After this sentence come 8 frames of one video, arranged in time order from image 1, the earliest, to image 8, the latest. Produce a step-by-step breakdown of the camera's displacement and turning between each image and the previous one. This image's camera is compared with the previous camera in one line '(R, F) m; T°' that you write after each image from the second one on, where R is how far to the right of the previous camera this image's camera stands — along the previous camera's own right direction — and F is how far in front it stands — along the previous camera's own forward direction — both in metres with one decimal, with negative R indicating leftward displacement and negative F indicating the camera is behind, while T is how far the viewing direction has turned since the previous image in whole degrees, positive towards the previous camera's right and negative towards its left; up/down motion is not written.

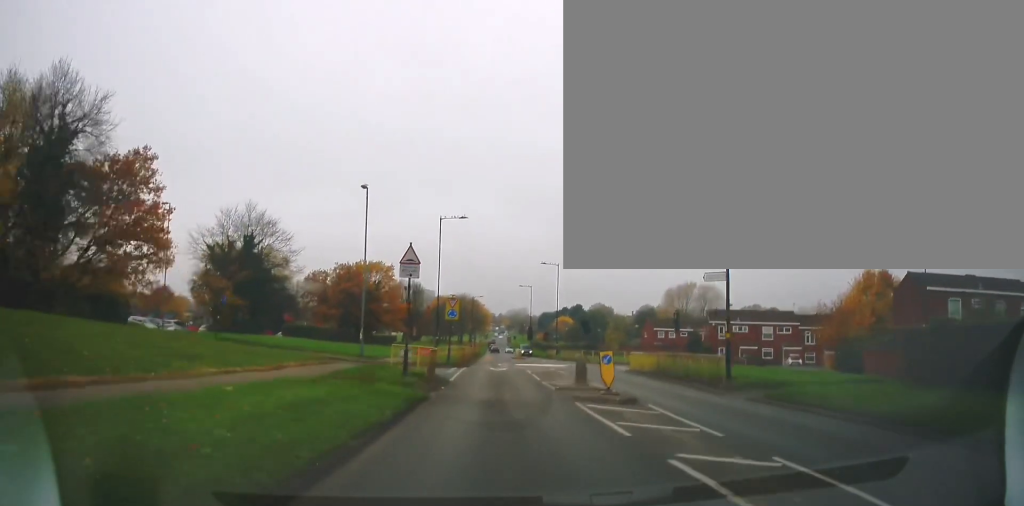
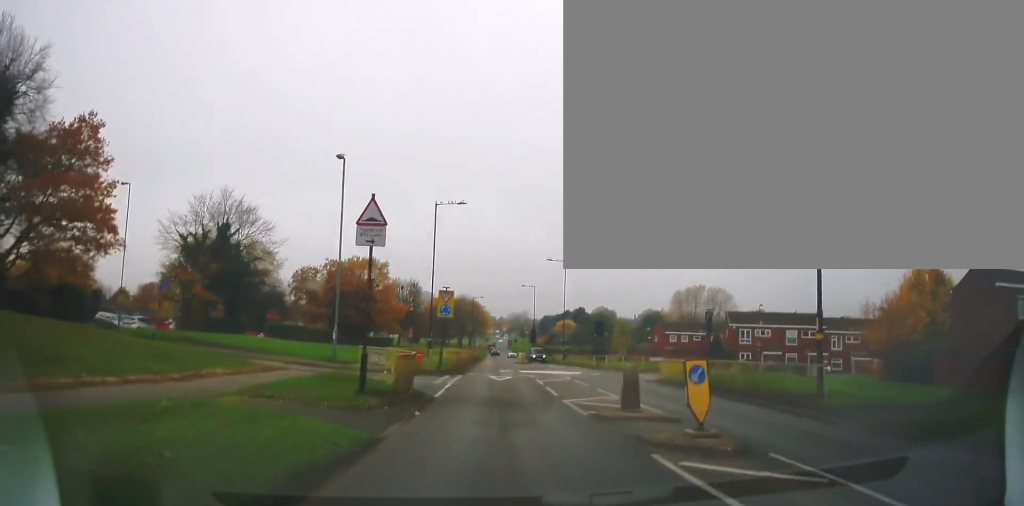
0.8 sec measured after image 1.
(0.0, +6.6) m; 0°
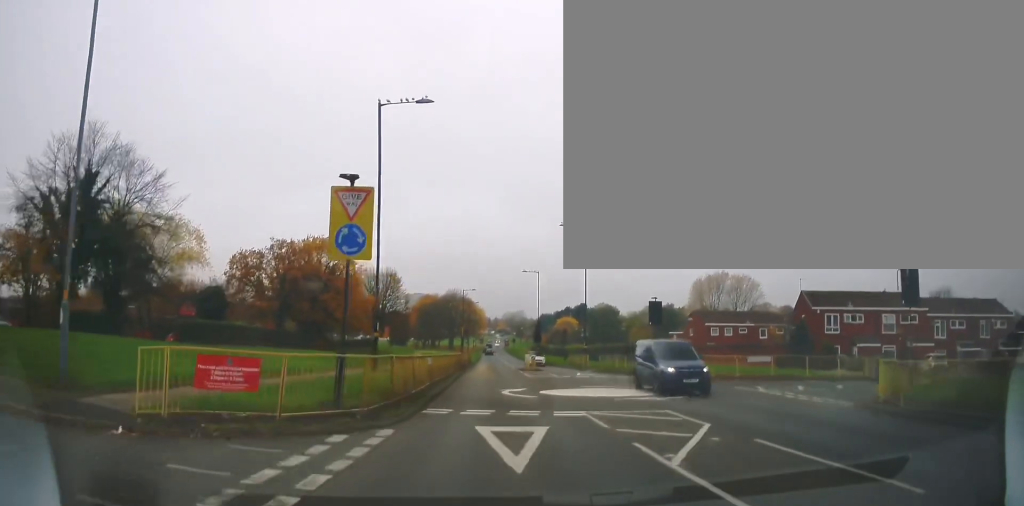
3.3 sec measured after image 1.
(0.0, +20.0) m; 0°
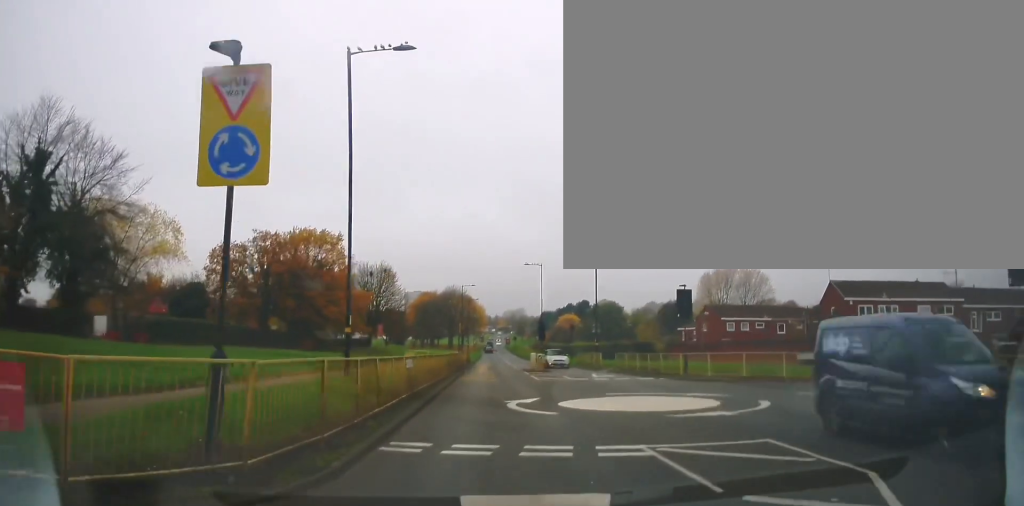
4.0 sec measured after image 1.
(0.0, +5.2) m; 0°
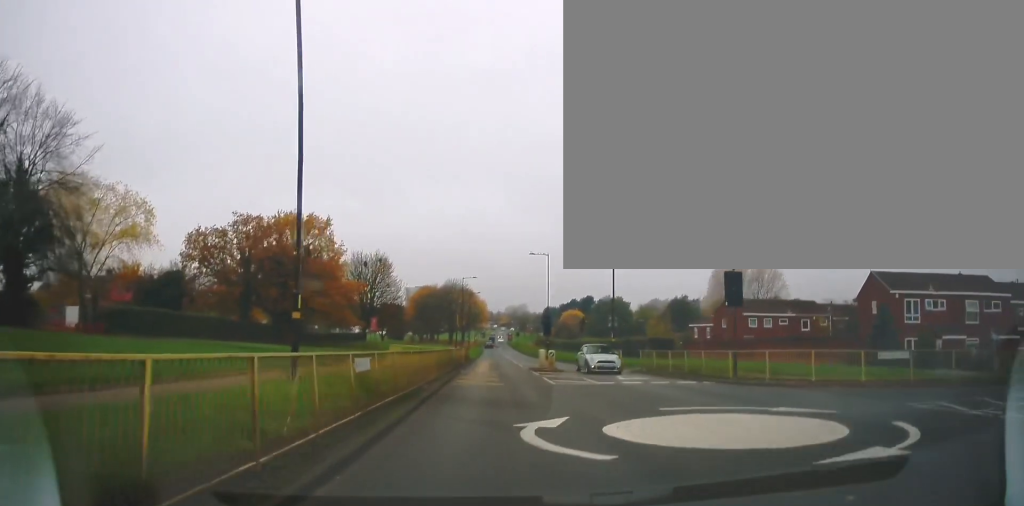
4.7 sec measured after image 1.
(0.0, +5.7) m; -2°
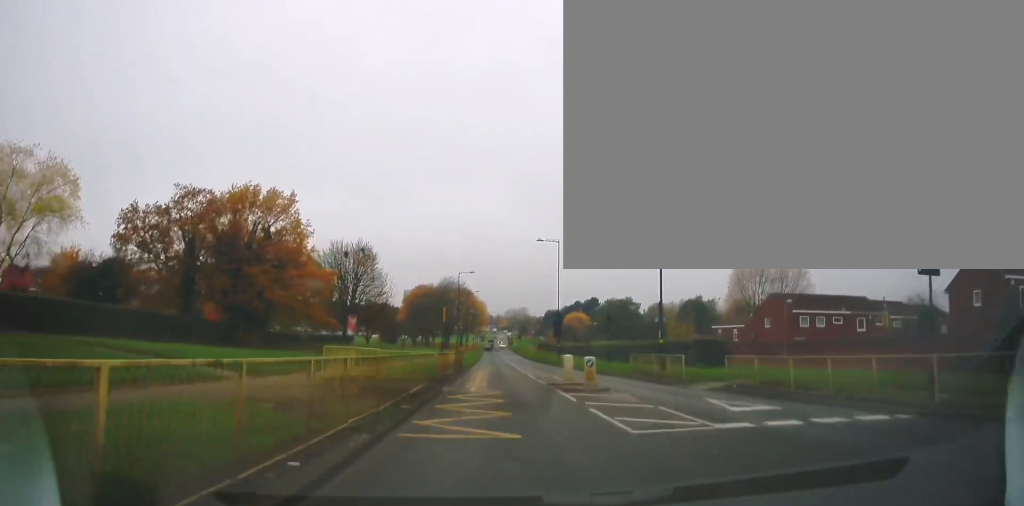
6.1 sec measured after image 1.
(-0.6, +10.9) m; -2°
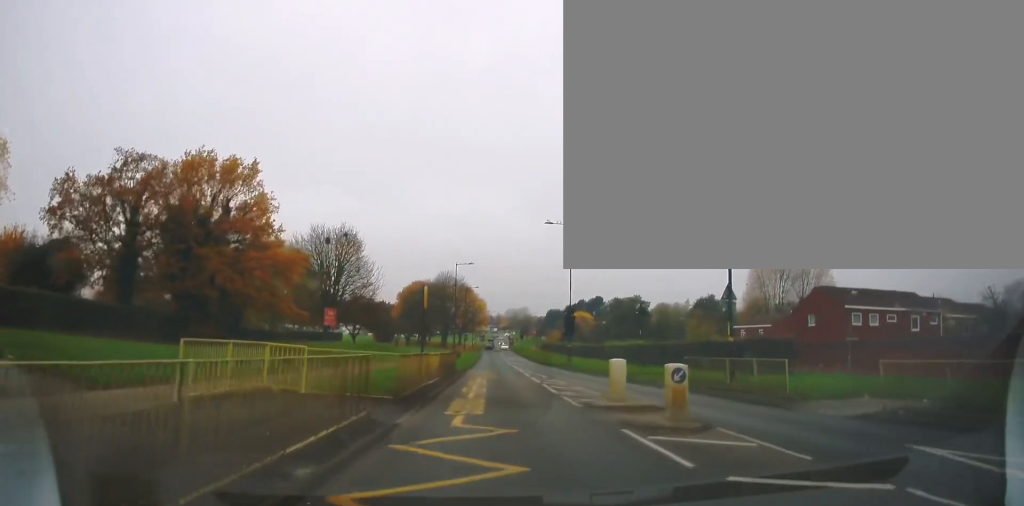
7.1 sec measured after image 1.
(+0.5, +8.5) m; +3°
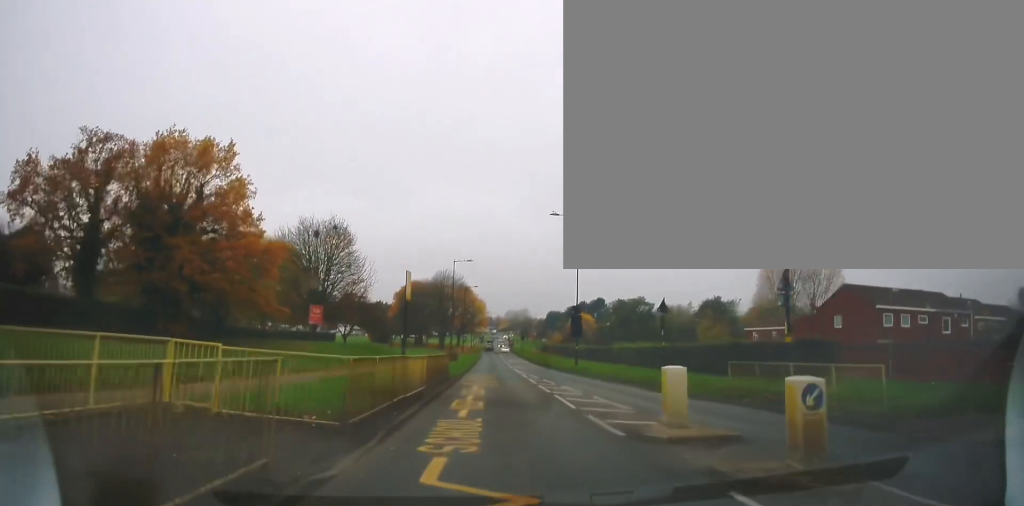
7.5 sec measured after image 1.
(0.0, +4.0) m; 0°
